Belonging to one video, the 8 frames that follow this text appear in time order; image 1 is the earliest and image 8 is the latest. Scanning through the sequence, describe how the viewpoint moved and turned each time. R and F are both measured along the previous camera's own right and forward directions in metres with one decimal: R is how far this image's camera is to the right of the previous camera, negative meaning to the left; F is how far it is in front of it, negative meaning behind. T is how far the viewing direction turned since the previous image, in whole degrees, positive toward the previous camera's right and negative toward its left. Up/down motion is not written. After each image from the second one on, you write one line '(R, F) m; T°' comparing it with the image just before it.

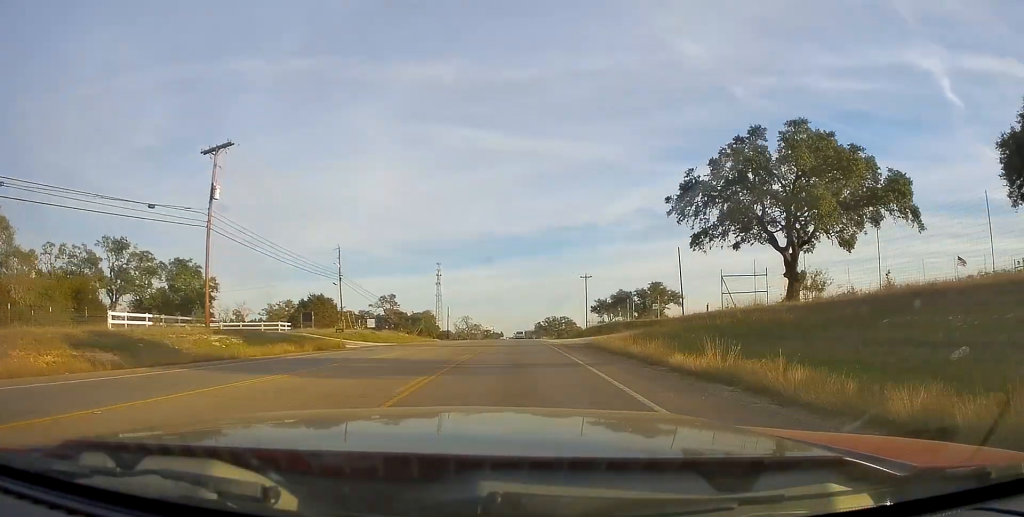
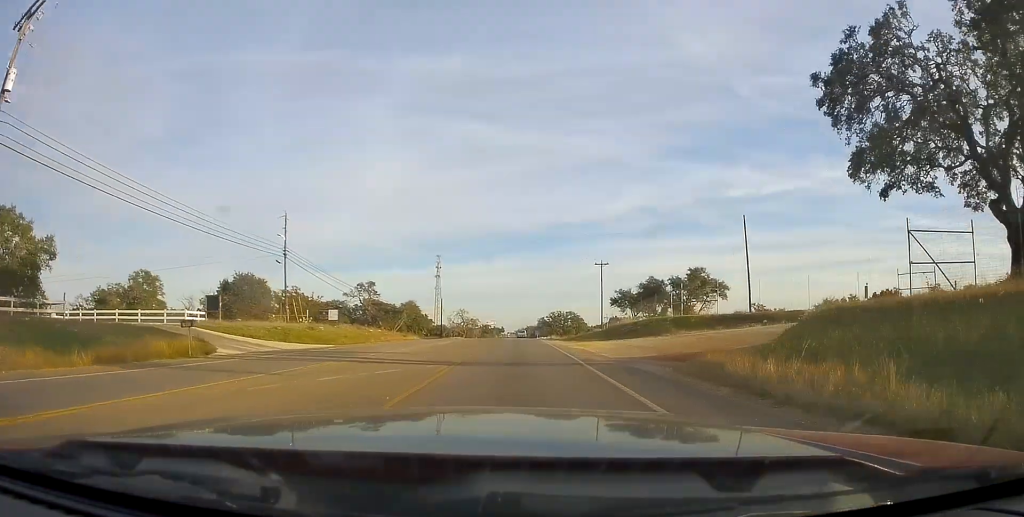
(0.0, +19.1) m; 0°
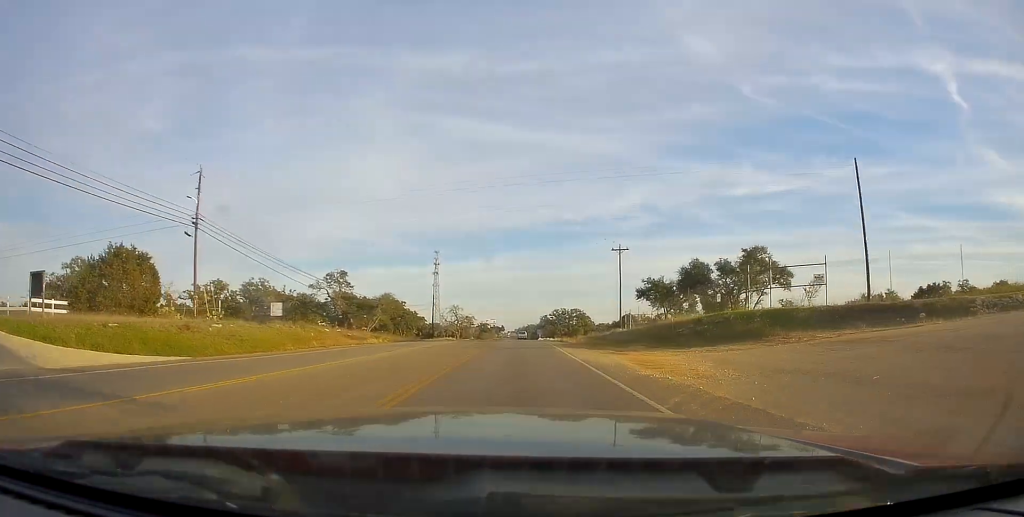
(-0.3, +17.3) m; -1°
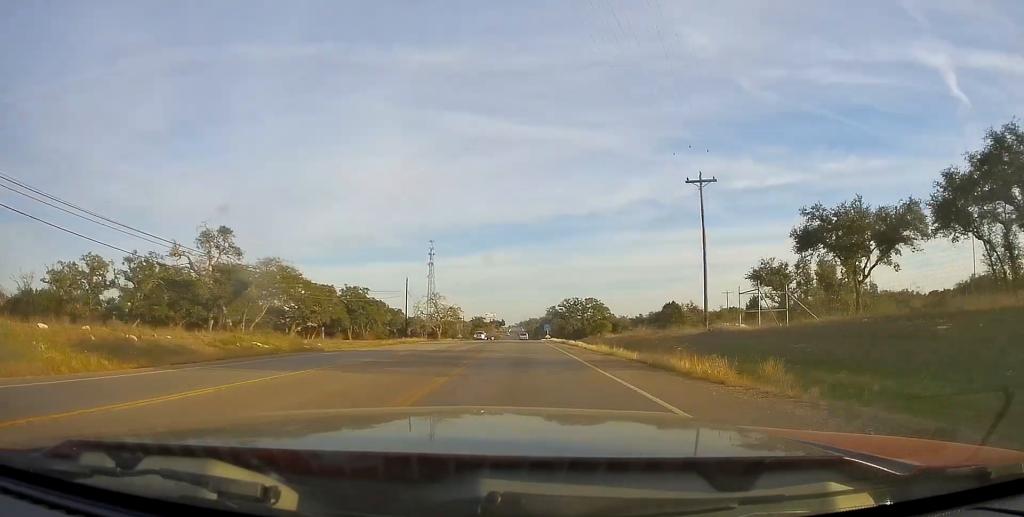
(-0.6, +36.9) m; -1°
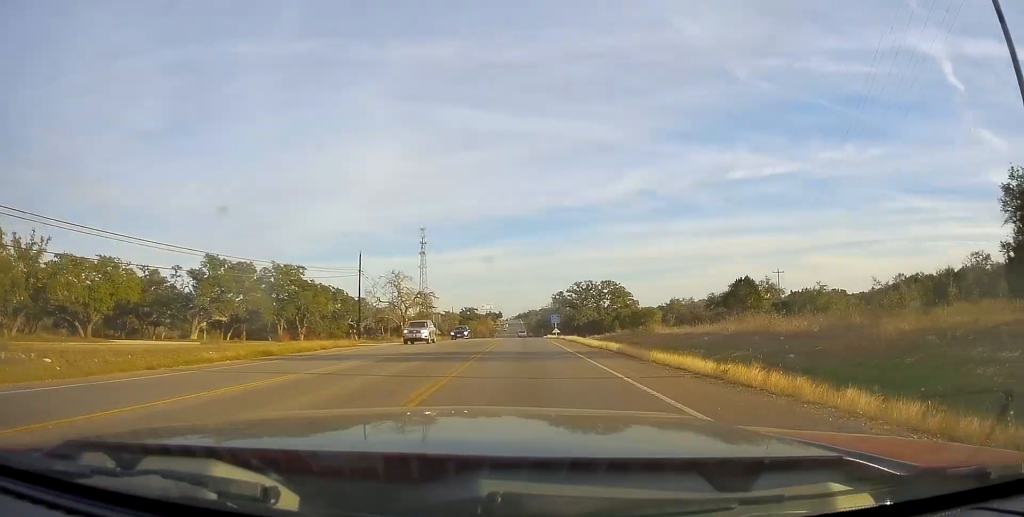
(+0.6, +32.1) m; +1°
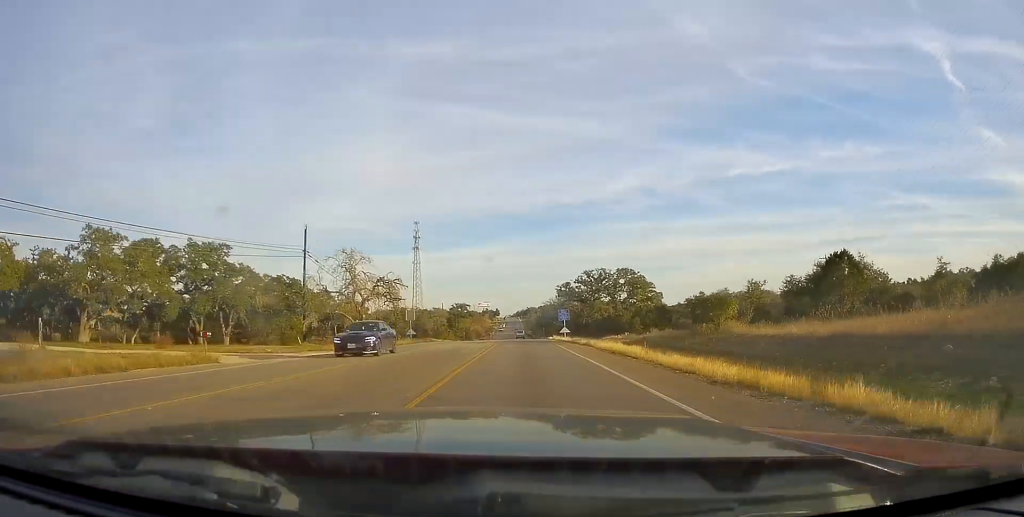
(-0.2, +20.8) m; 0°
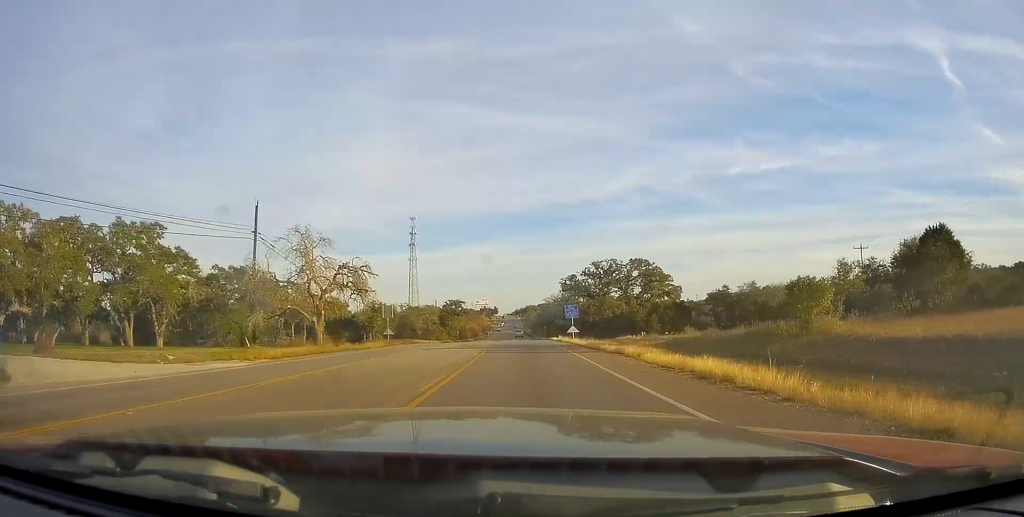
(0.0, +11.9) m; 0°
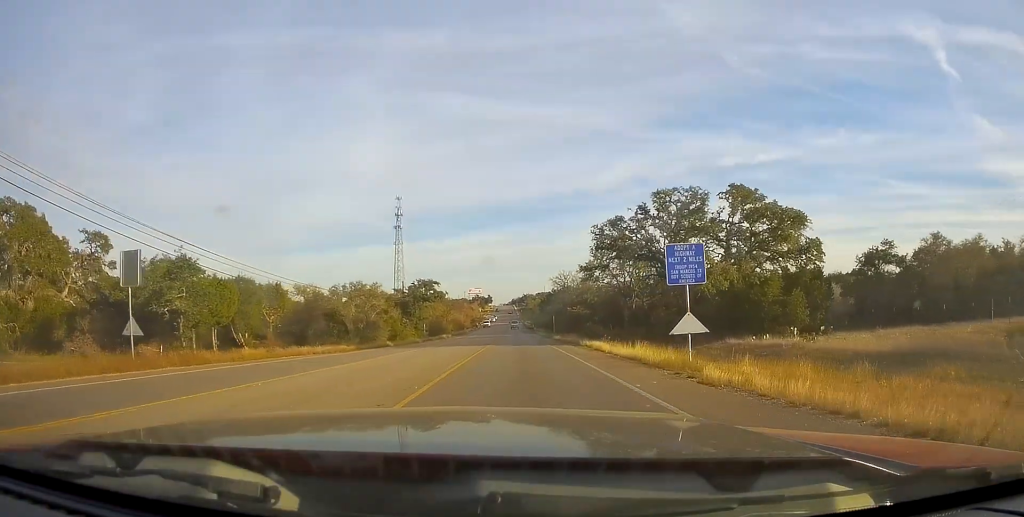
(+0.1, +41.3) m; 0°
